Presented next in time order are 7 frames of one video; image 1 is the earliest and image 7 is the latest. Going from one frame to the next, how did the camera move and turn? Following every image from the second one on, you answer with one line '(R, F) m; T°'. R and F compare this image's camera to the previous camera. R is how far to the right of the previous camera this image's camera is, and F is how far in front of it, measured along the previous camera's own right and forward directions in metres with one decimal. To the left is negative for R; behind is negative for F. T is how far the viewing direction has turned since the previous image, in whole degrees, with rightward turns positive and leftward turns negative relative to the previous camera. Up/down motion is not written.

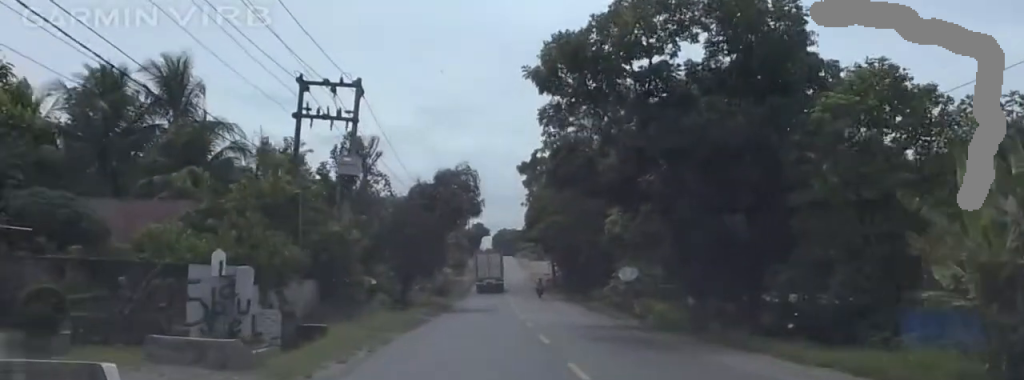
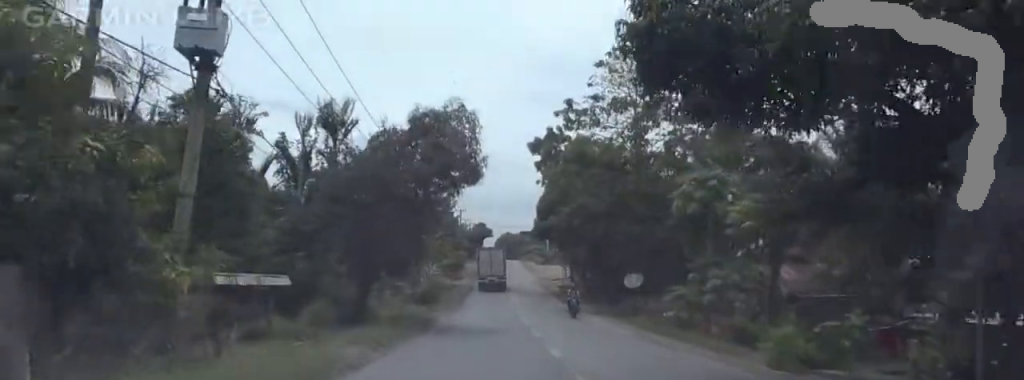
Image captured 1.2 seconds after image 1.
(0.0, +17.7) m; 0°
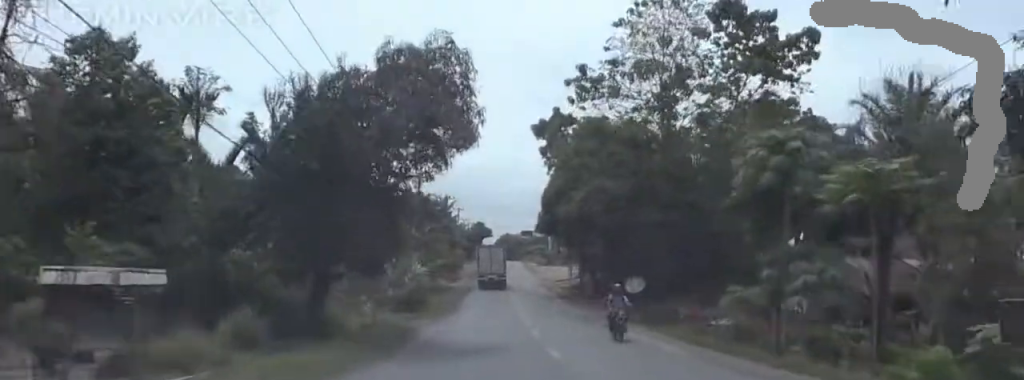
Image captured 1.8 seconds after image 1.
(0.0, +8.7) m; 0°
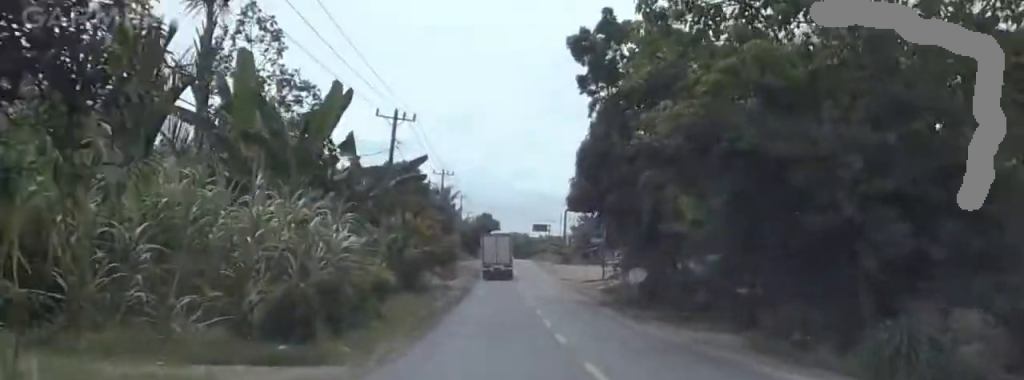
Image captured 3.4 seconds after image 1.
(-0.1, +22.6) m; 0°
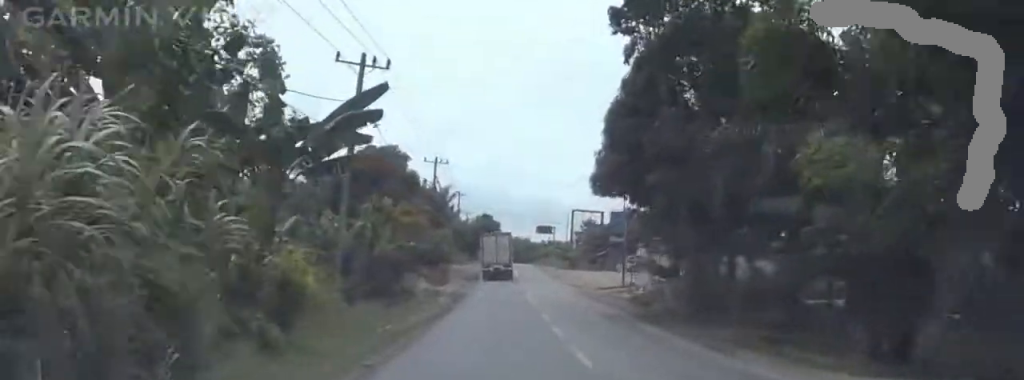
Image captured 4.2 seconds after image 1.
(0.0, +11.6) m; 0°
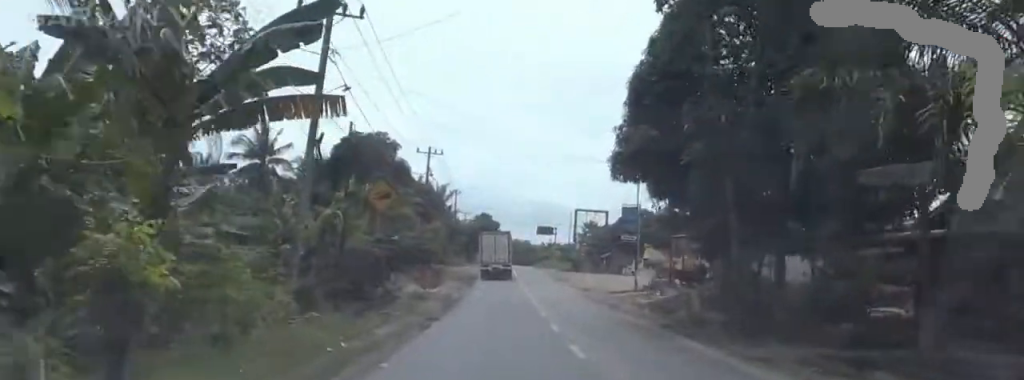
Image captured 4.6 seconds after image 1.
(0.0, +6.4) m; +1°
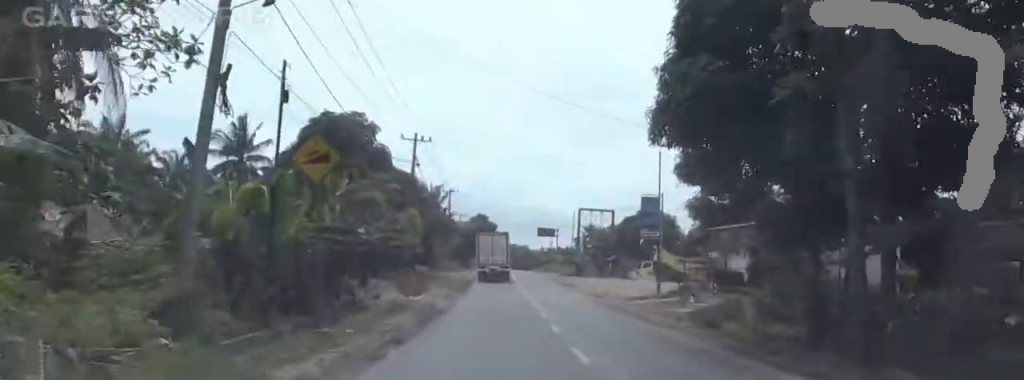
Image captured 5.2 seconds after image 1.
(-0.1, +8.7) m; +2°
